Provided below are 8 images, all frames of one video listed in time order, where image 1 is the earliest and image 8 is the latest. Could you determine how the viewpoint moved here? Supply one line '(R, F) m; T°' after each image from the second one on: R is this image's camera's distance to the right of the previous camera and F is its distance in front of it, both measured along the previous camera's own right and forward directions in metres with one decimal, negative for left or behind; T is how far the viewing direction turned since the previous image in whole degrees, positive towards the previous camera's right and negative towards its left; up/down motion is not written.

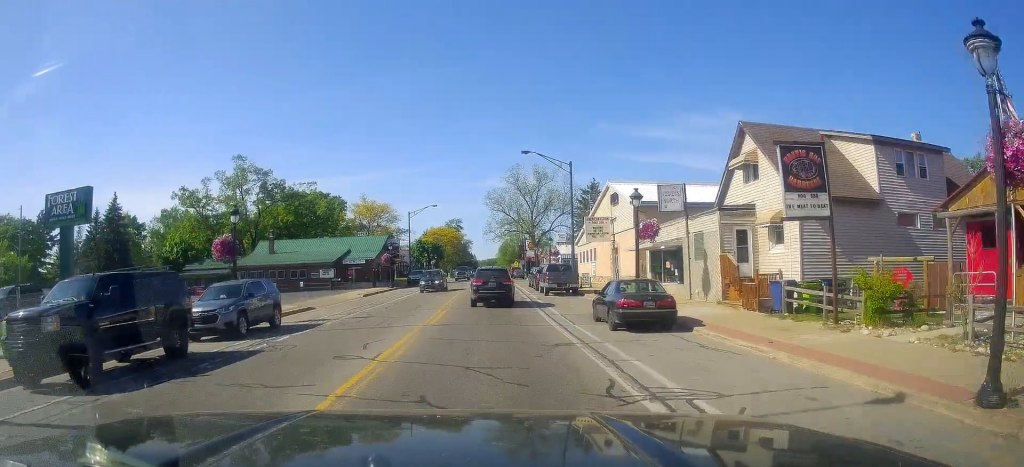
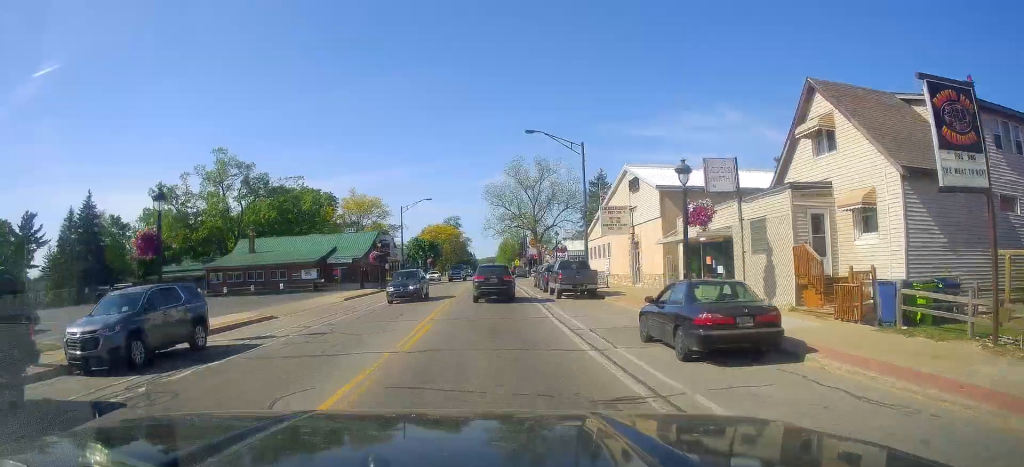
(0.0, +6.1) m; -2°
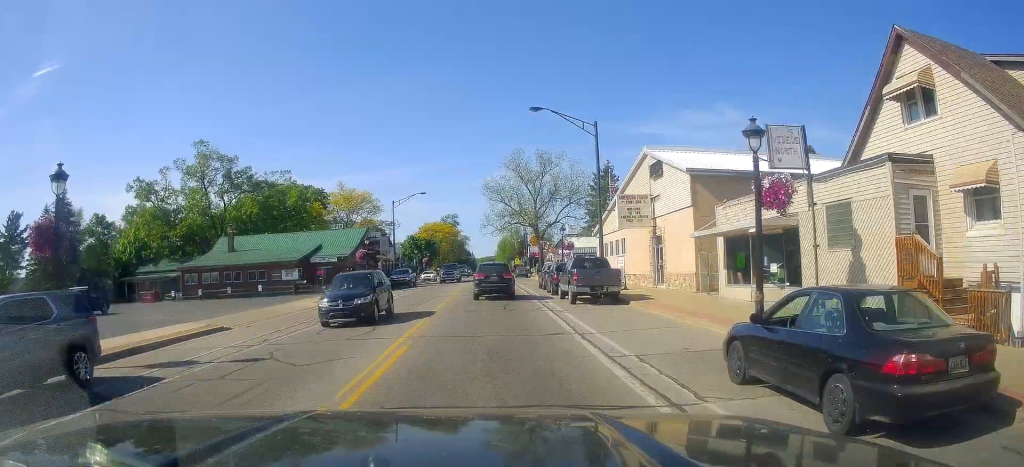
(+0.1, +5.3) m; -3°
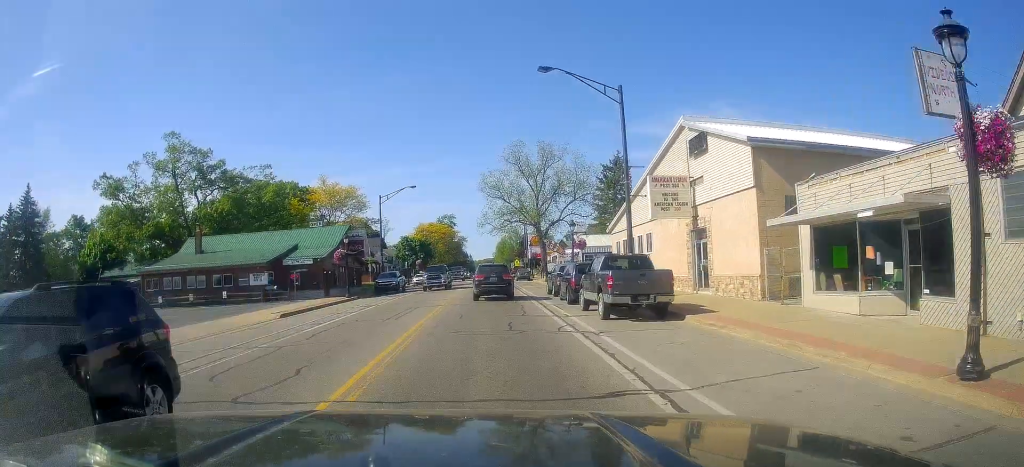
(-0.6, +6.9) m; 0°
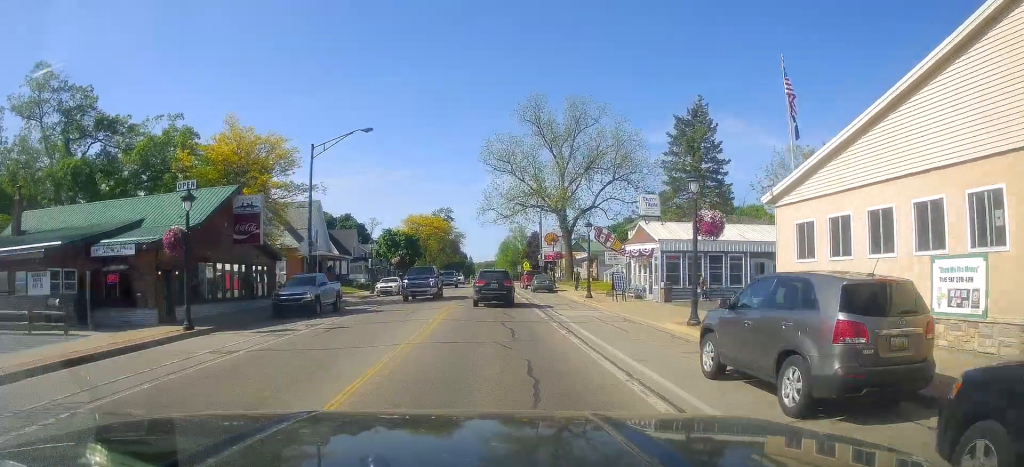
(+1.8, +24.1) m; +7°
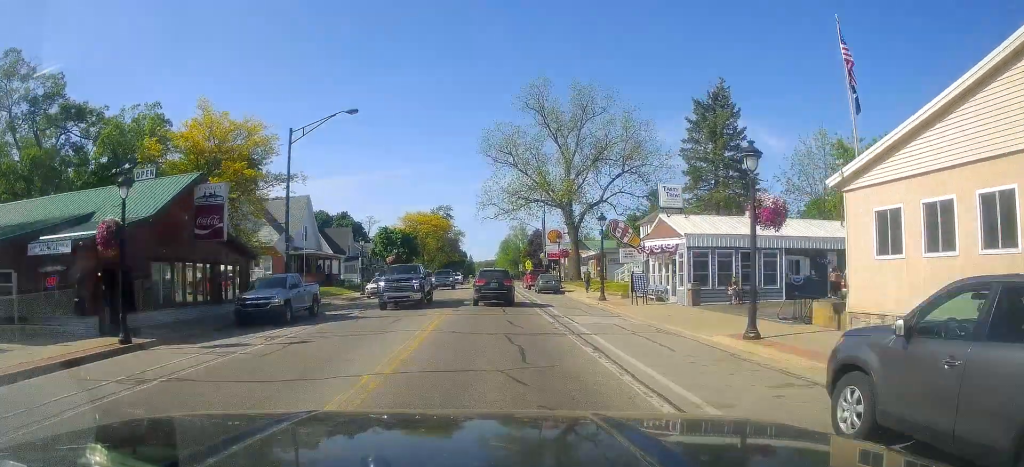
(-0.1, +4.0) m; +2°
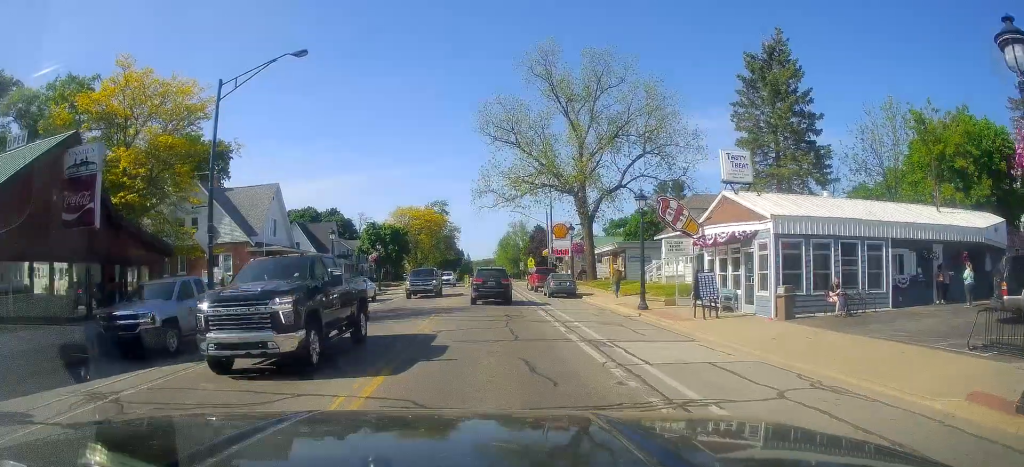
(+0.6, +8.5) m; +1°
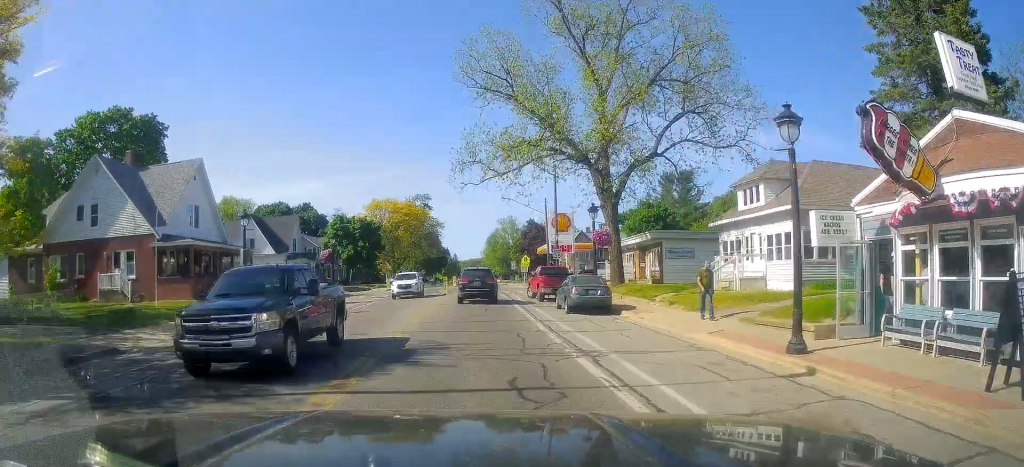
(-0.7, +13.0) m; -5°
